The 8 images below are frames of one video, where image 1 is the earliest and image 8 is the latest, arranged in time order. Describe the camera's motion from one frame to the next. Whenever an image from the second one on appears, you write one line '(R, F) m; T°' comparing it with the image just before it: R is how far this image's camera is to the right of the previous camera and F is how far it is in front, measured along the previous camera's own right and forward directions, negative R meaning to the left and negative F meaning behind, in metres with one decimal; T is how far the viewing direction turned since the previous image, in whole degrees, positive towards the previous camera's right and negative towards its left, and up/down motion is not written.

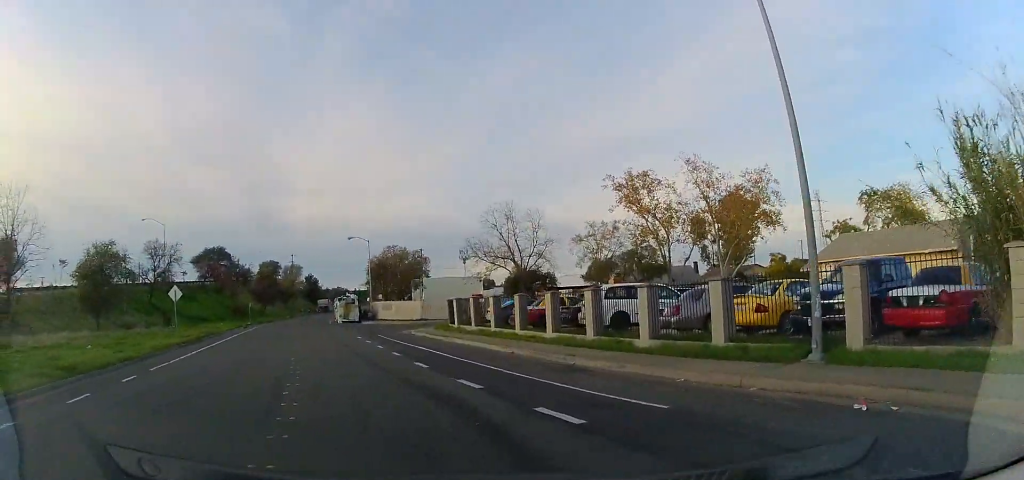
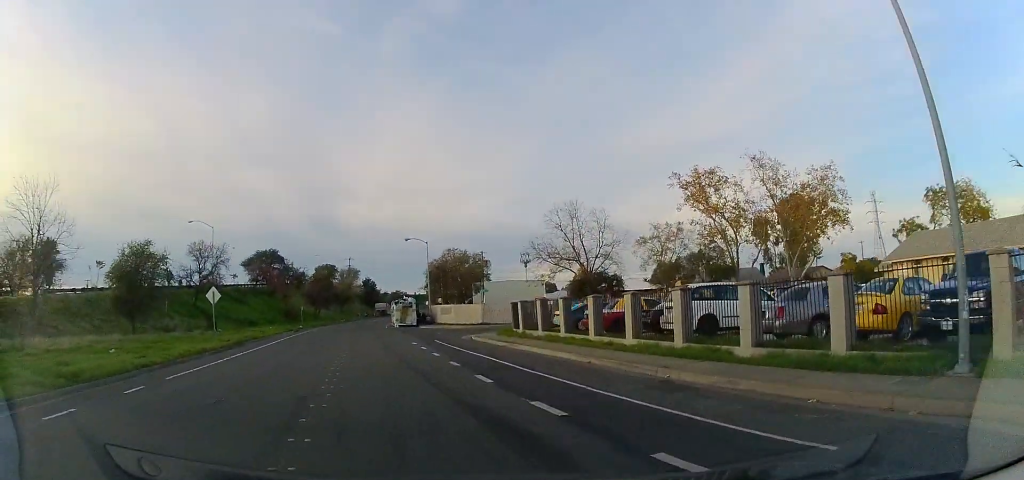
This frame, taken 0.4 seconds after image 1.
(+0.1, +2.5) m; -7°
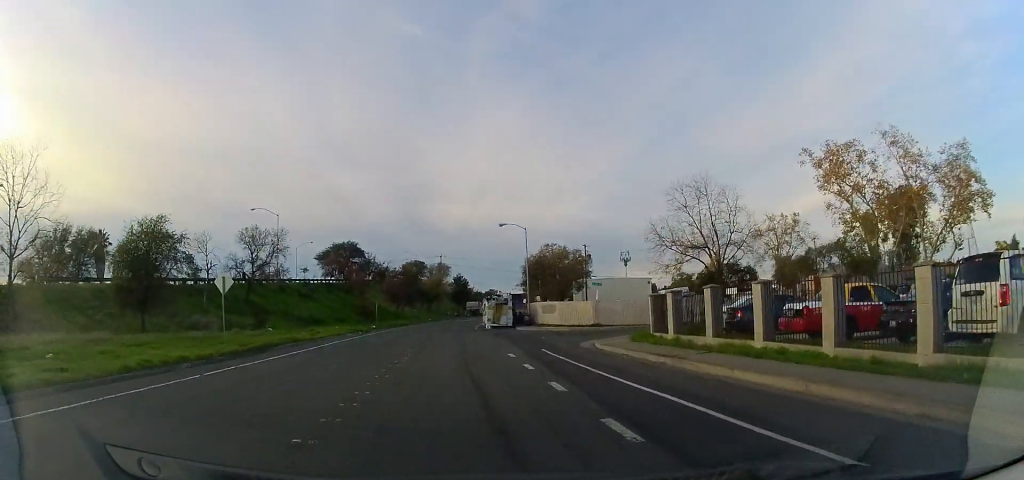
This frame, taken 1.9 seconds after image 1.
(-2.0, +9.4) m; -15°
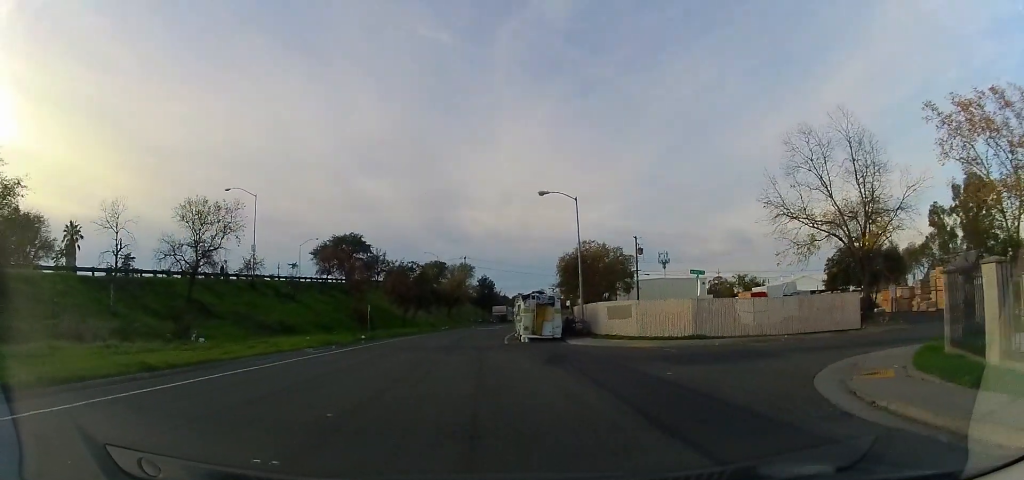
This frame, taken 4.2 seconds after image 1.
(-0.1, +15.6) m; 0°
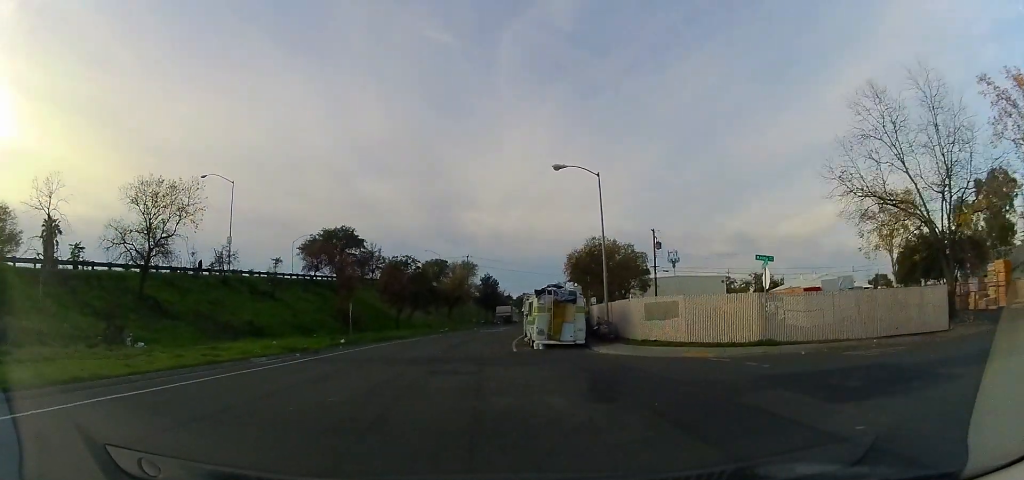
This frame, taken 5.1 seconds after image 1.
(0.0, +6.6) m; -1°
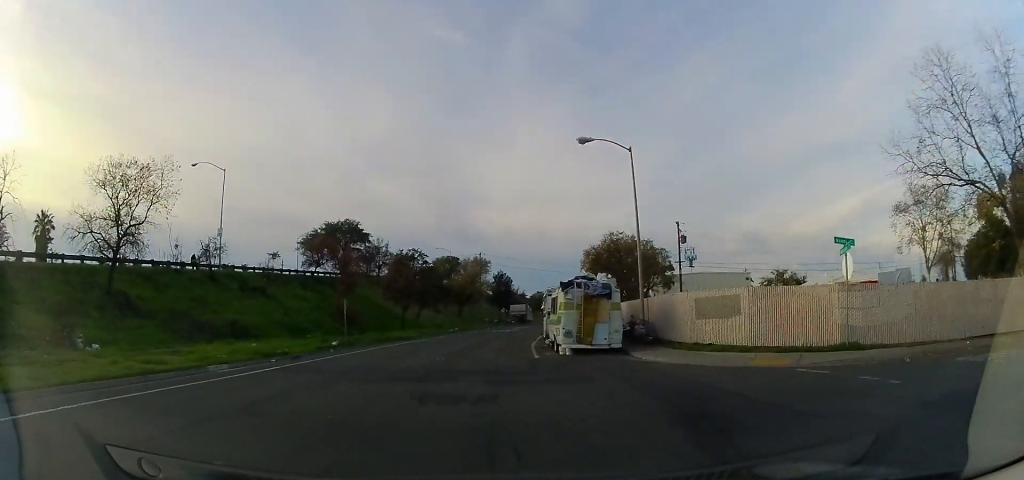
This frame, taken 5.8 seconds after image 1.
(0.0, +4.5) m; -2°
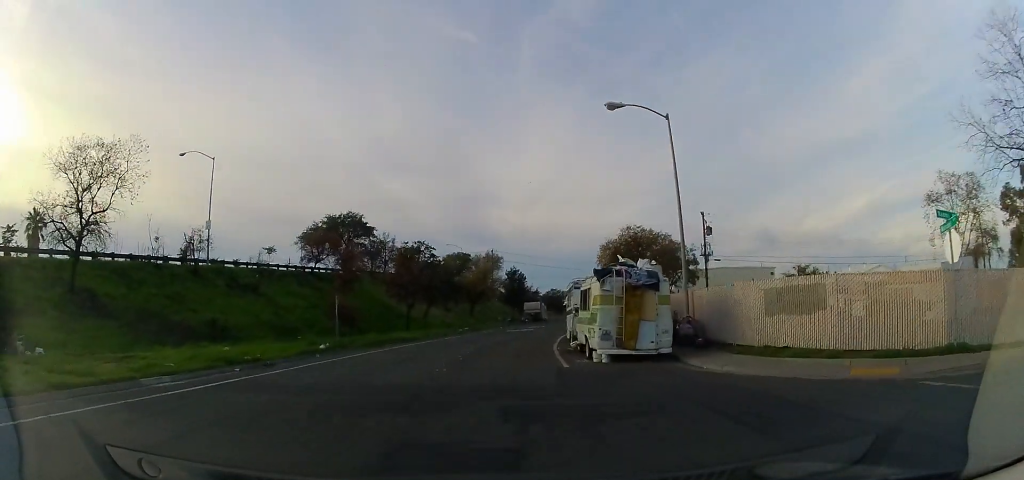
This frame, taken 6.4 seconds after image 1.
(-0.1, +4.3) m; -2°
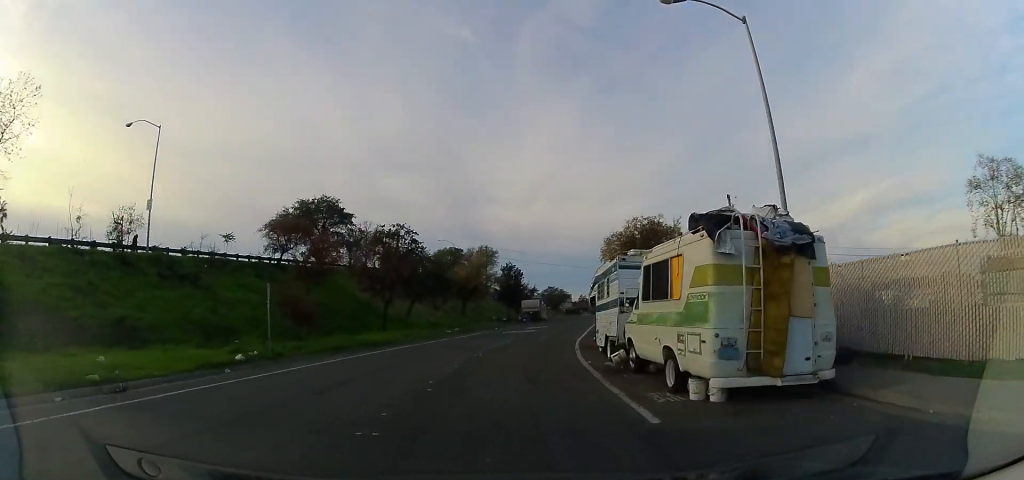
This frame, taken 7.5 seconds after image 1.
(-0.1, +8.0) m; -1°
